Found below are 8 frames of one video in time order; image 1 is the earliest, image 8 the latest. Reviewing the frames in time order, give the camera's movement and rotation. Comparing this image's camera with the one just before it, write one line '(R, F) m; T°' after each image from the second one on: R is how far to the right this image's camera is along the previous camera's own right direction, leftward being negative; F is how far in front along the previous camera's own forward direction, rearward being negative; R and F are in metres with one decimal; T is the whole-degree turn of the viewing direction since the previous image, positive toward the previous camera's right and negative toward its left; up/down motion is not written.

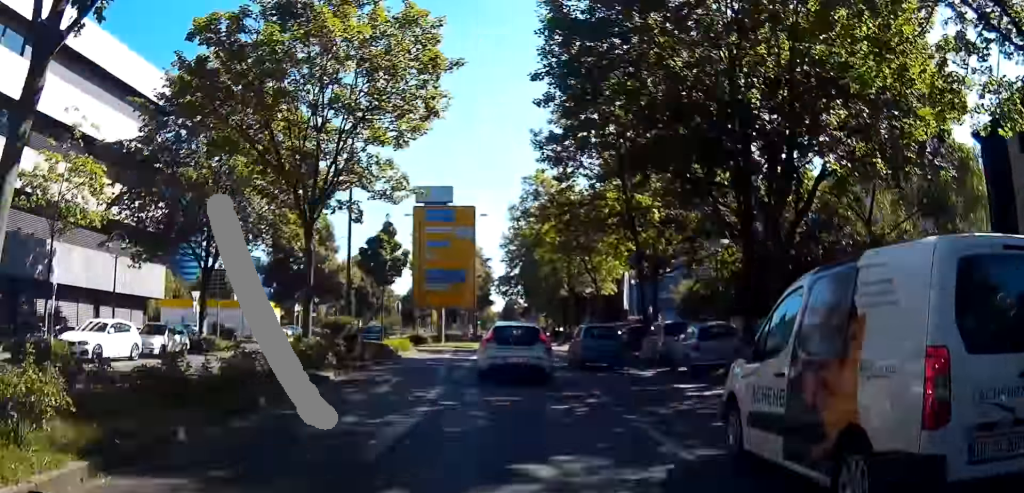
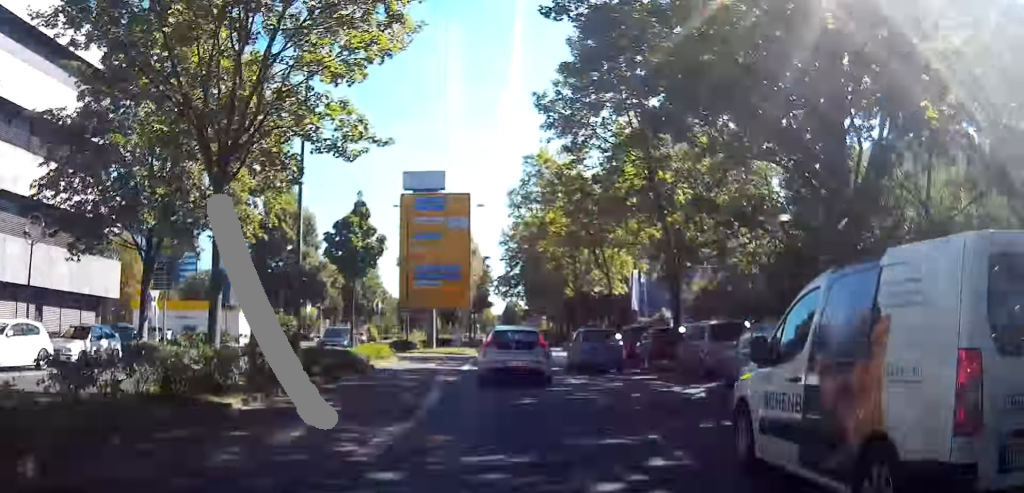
(-0.2, +6.1) m; -1°
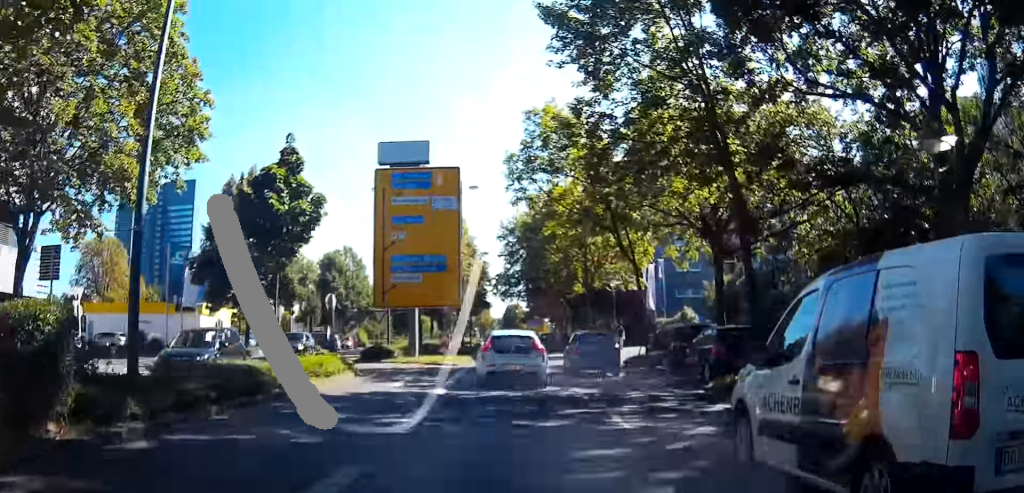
(-0.2, +9.0) m; -1°
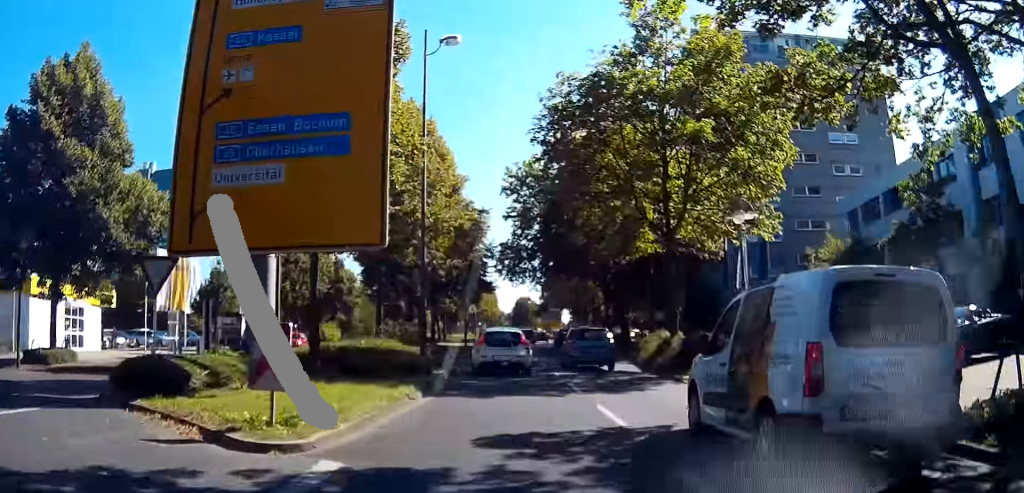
(-0.1, +24.2) m; 0°
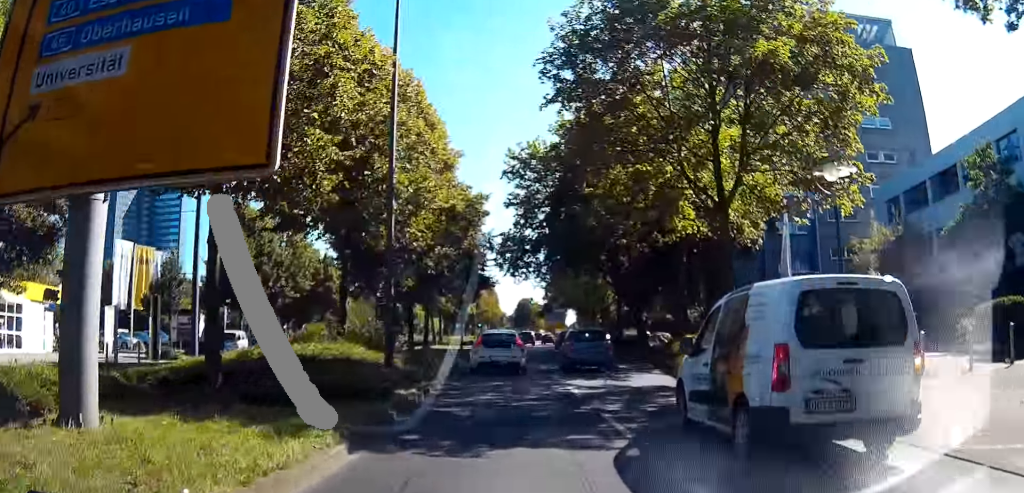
(0.0, +6.6) m; 0°
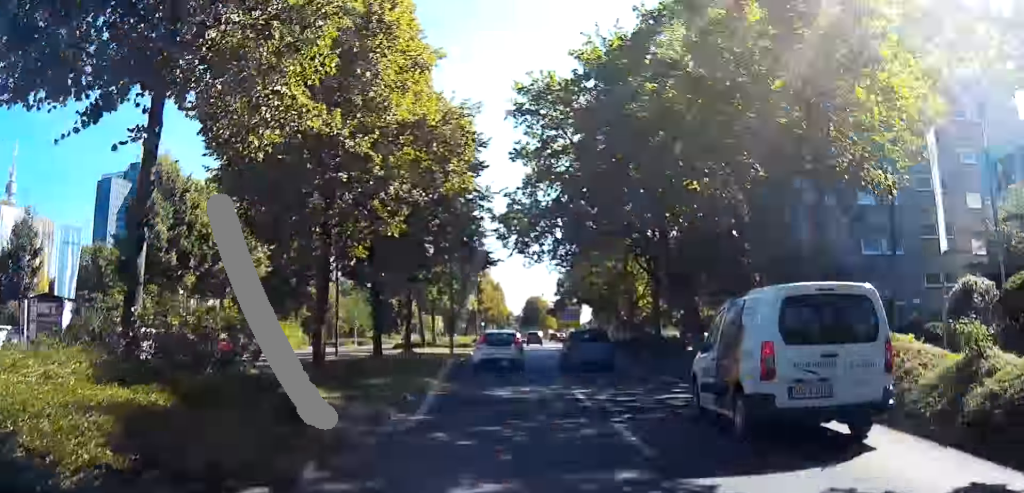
(0.0, +14.0) m; +1°
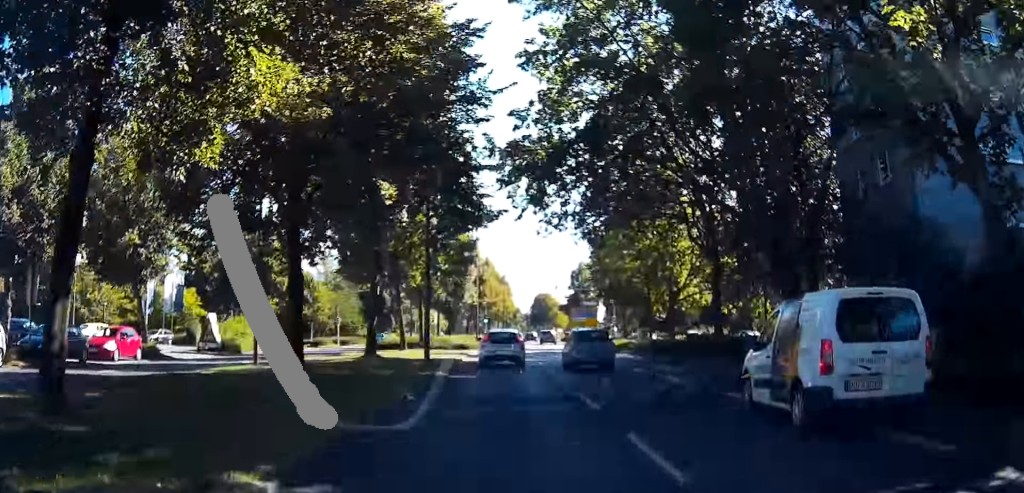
(+0.2, +14.3) m; +1°
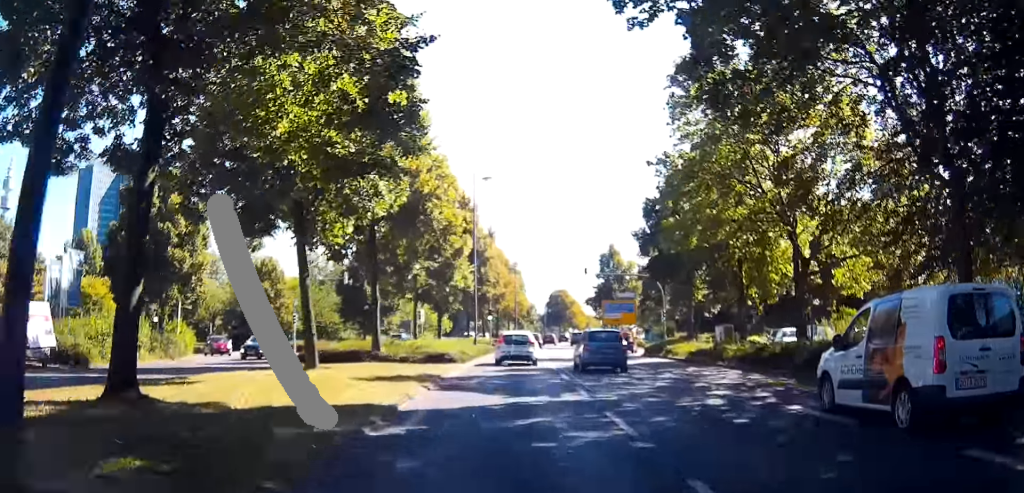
(+0.1, +23.5) m; 0°
